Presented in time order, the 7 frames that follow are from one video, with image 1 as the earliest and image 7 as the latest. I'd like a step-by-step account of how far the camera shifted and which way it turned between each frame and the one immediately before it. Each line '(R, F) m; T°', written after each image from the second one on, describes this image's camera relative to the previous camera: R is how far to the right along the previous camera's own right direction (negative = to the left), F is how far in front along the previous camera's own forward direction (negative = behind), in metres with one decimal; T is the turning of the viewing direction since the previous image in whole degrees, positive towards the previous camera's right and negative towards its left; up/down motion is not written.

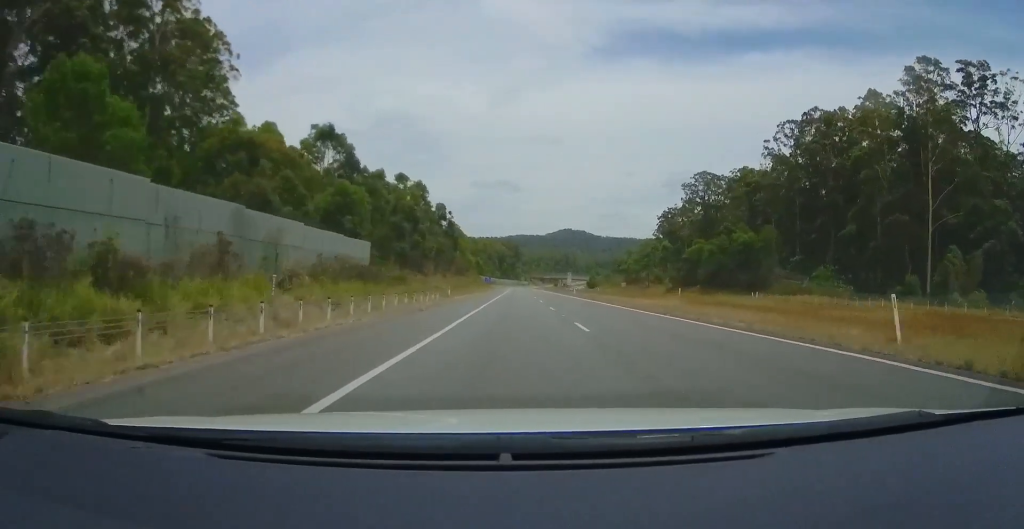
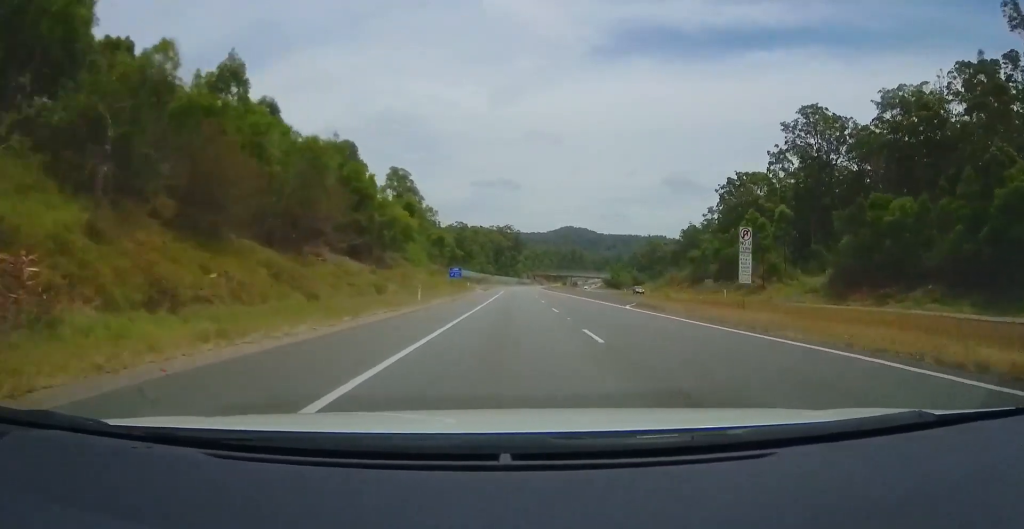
(-0.4, +74.8) m; 0°
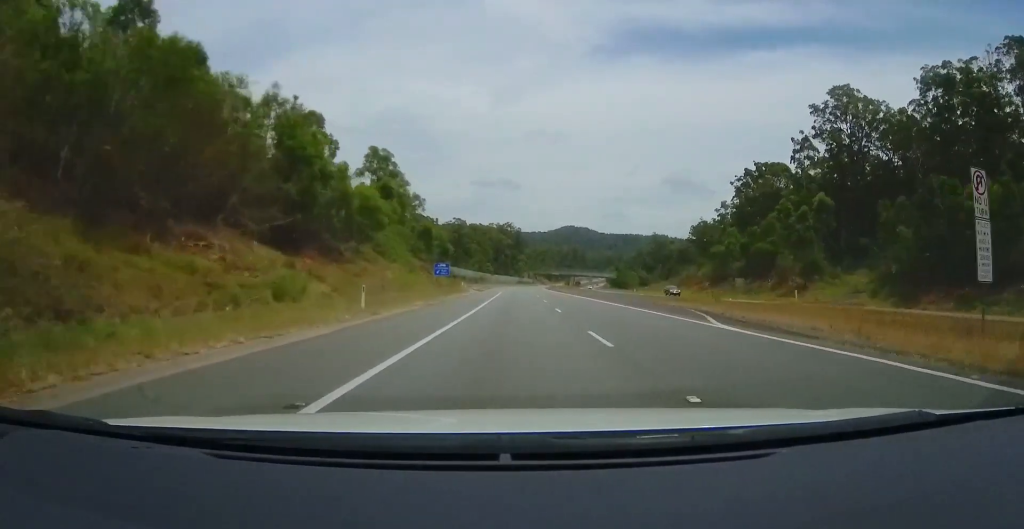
(0.0, +13.1) m; 0°
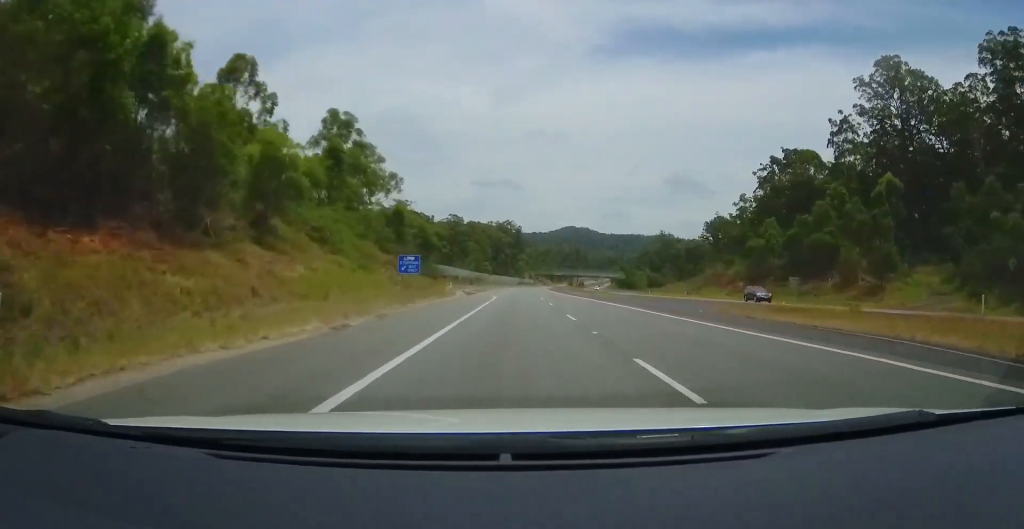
(+0.1, +16.6) m; 0°
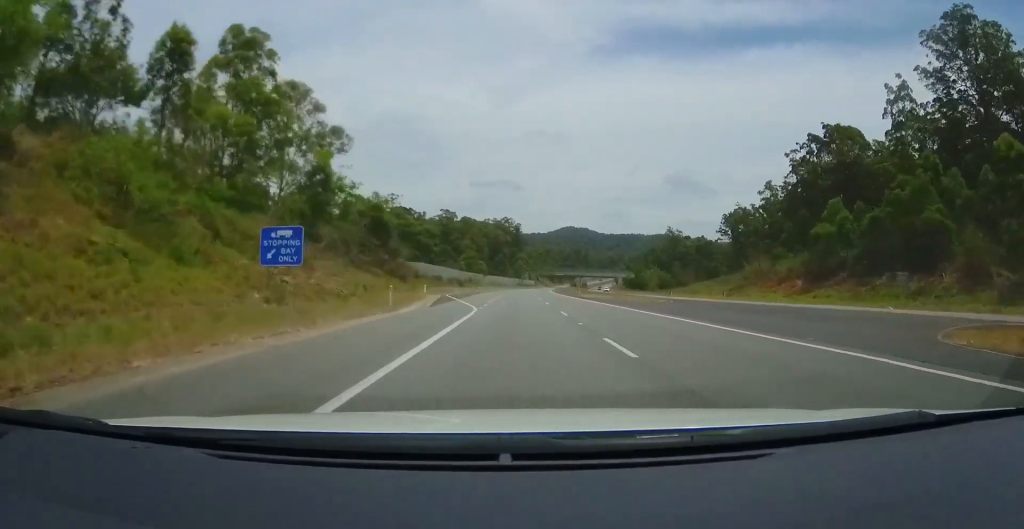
(-0.3, +21.3) m; -1°
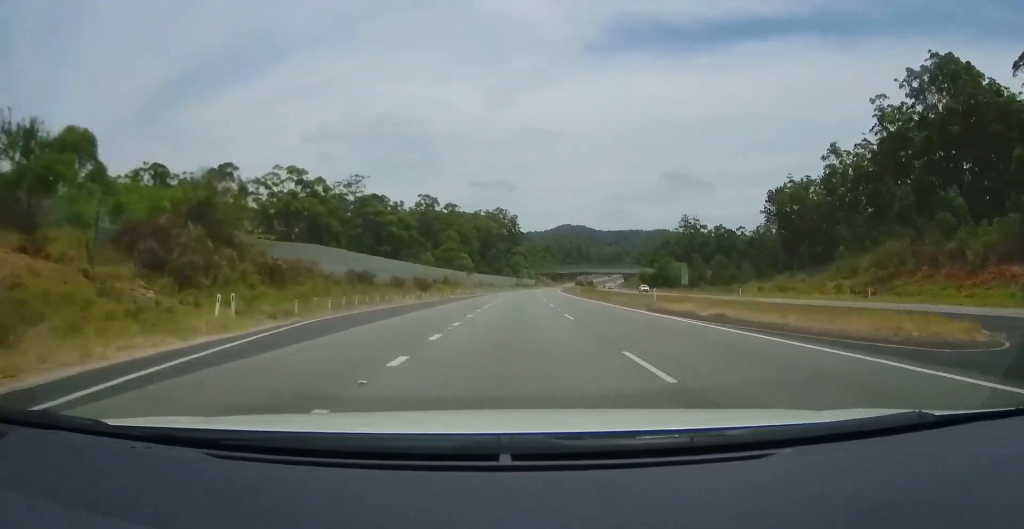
(-0.5, +38.0) m; 0°
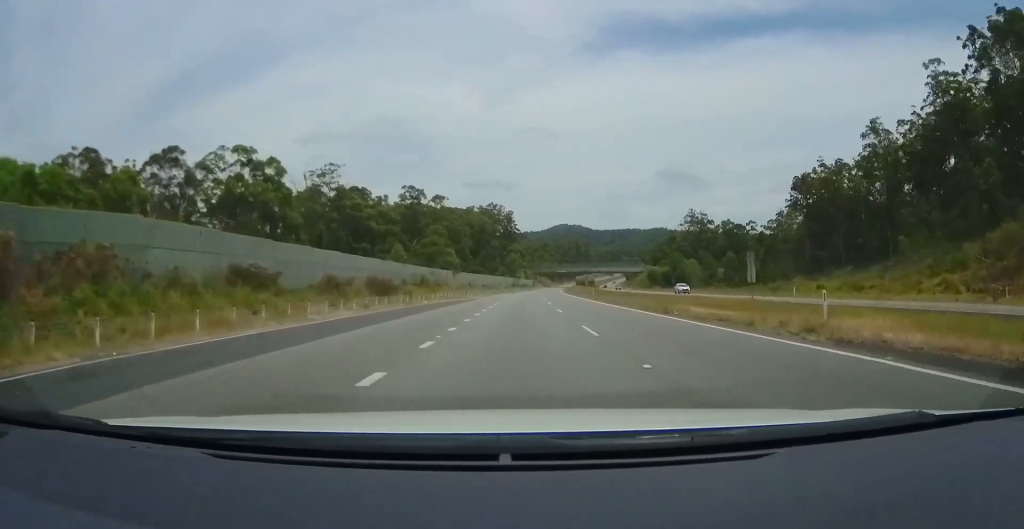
(+0.4, +17.8) m; +1°
